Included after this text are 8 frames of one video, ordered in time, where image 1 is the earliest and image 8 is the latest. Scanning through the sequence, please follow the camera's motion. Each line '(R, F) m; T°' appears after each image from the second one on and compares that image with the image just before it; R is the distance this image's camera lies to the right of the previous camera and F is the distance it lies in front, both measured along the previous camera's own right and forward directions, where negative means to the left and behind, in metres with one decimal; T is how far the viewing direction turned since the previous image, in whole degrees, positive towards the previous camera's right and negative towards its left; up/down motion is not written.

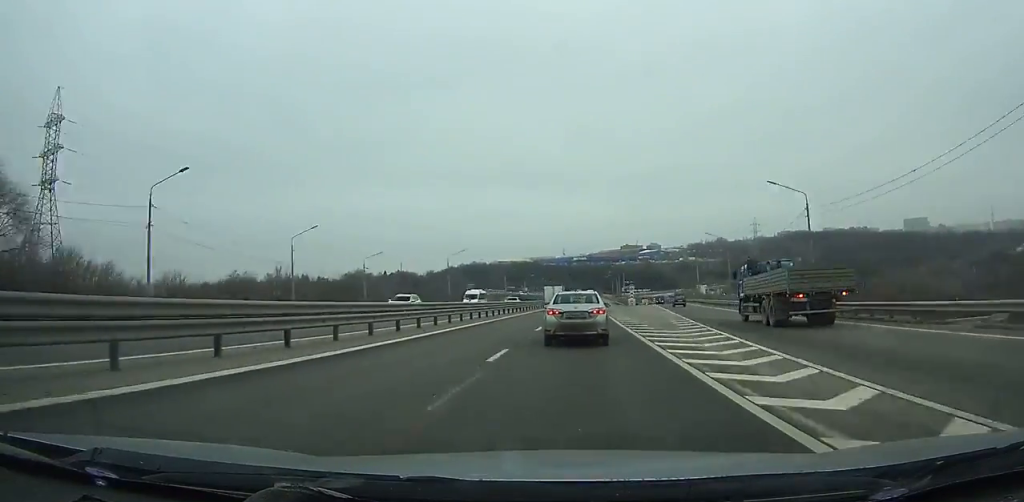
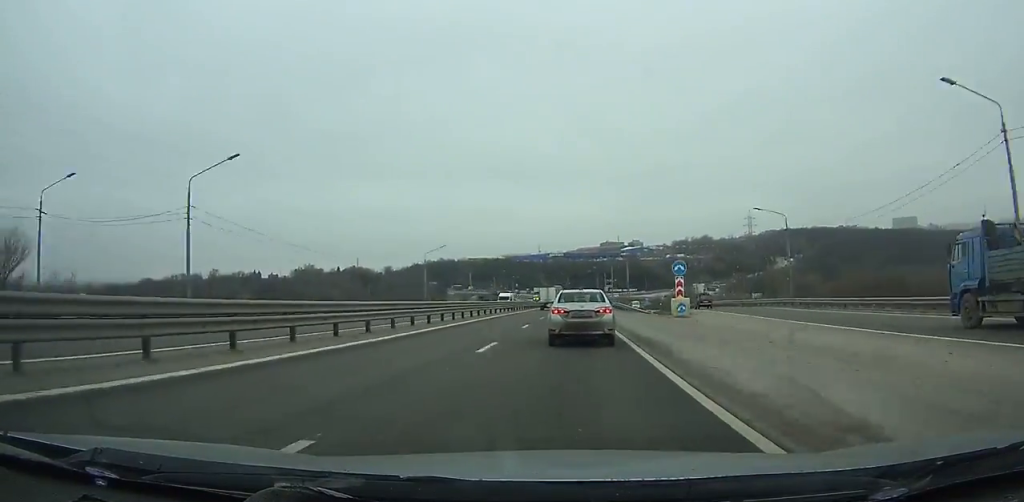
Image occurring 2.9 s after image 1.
(+0.9, +57.4) m; +2°
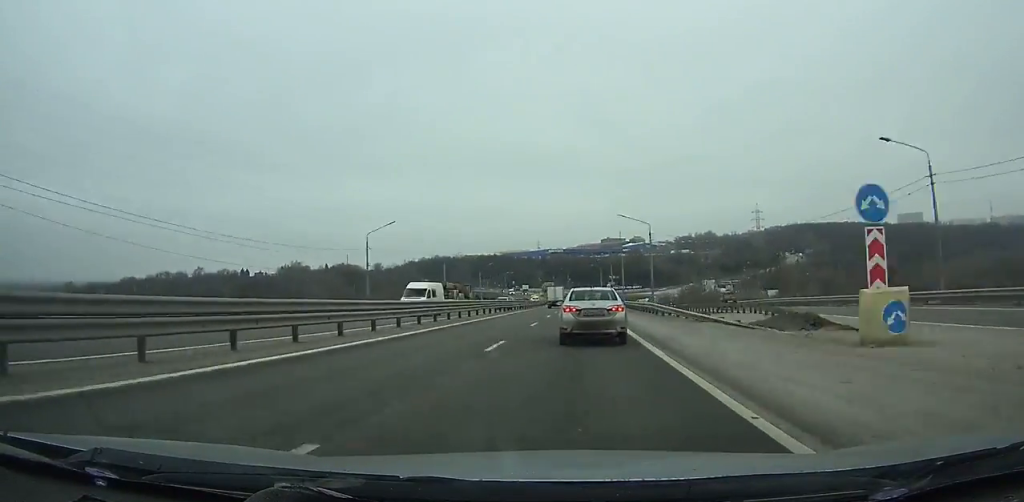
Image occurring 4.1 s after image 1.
(+0.1, +24.1) m; 0°
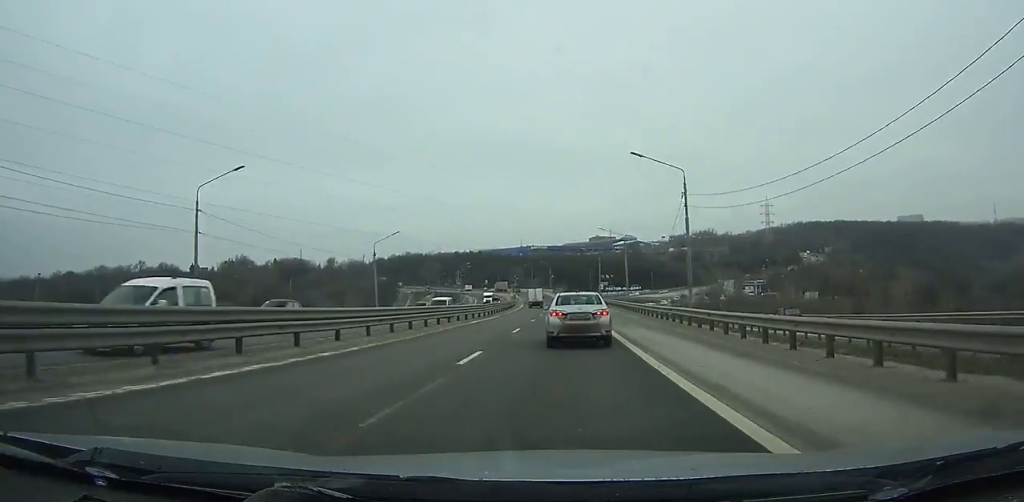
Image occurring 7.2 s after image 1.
(+0.4, +63.0) m; 0°
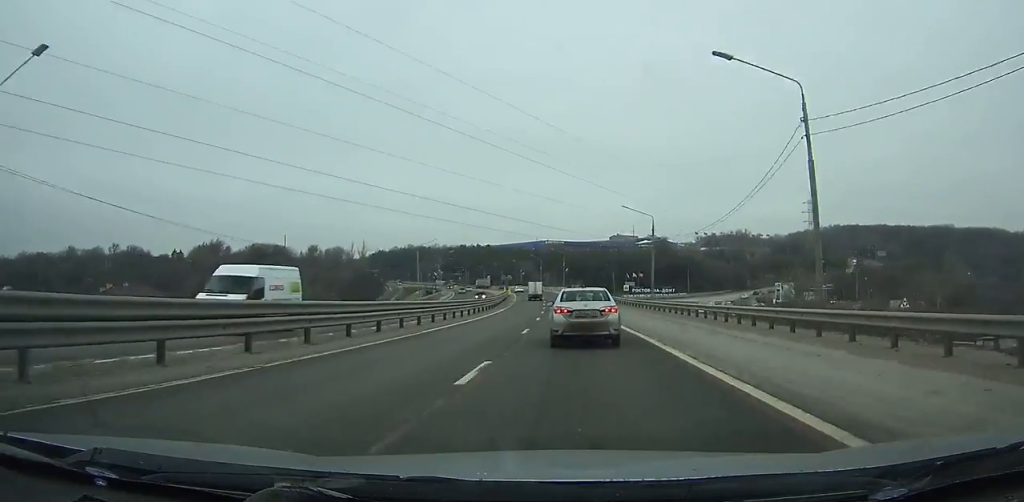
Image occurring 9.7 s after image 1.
(-0.4, +51.3) m; -1°
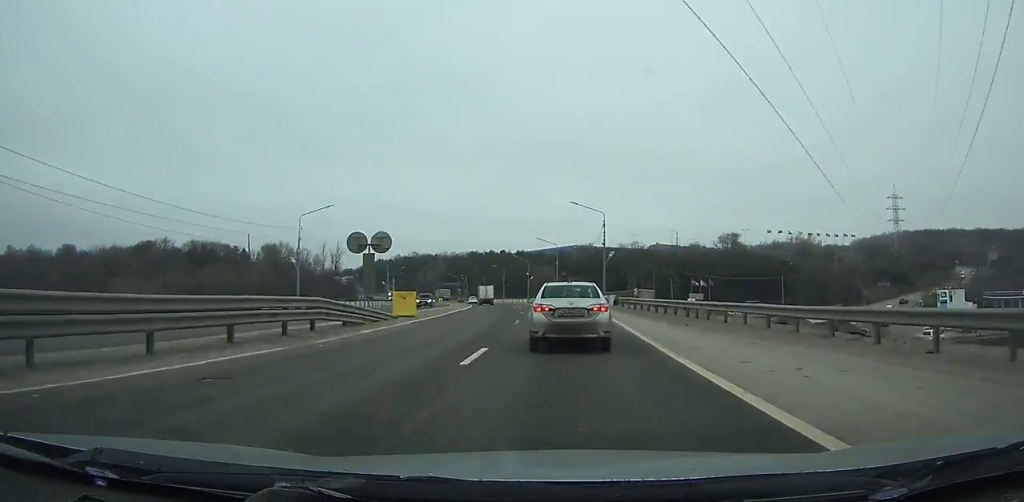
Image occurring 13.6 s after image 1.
(-3.2, +79.5) m; -6°
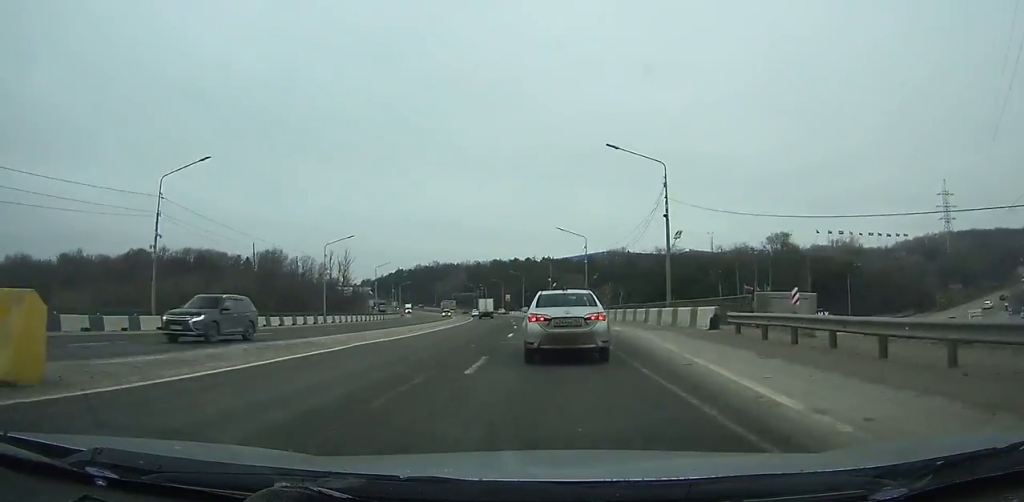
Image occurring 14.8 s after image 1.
(-0.3, +24.2) m; -2°
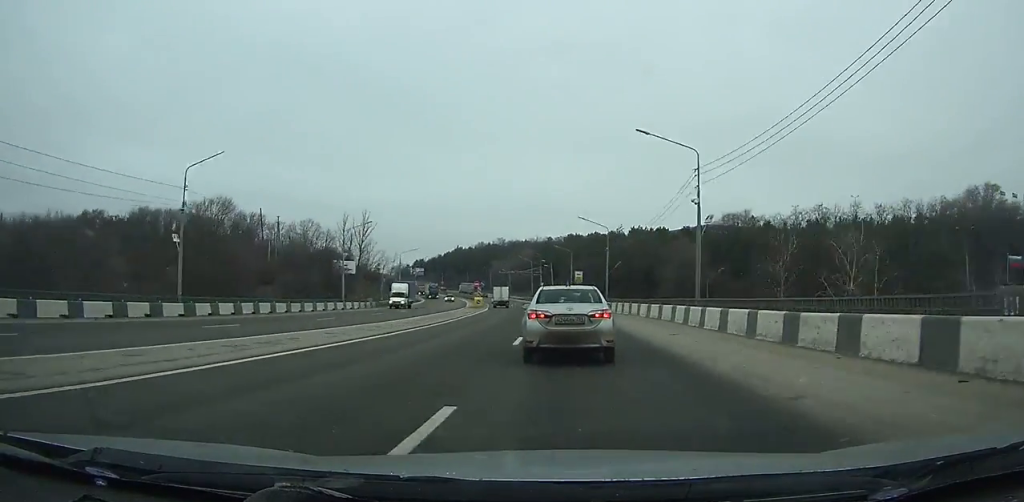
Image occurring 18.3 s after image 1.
(-4.2, +69.0) m; -6°
